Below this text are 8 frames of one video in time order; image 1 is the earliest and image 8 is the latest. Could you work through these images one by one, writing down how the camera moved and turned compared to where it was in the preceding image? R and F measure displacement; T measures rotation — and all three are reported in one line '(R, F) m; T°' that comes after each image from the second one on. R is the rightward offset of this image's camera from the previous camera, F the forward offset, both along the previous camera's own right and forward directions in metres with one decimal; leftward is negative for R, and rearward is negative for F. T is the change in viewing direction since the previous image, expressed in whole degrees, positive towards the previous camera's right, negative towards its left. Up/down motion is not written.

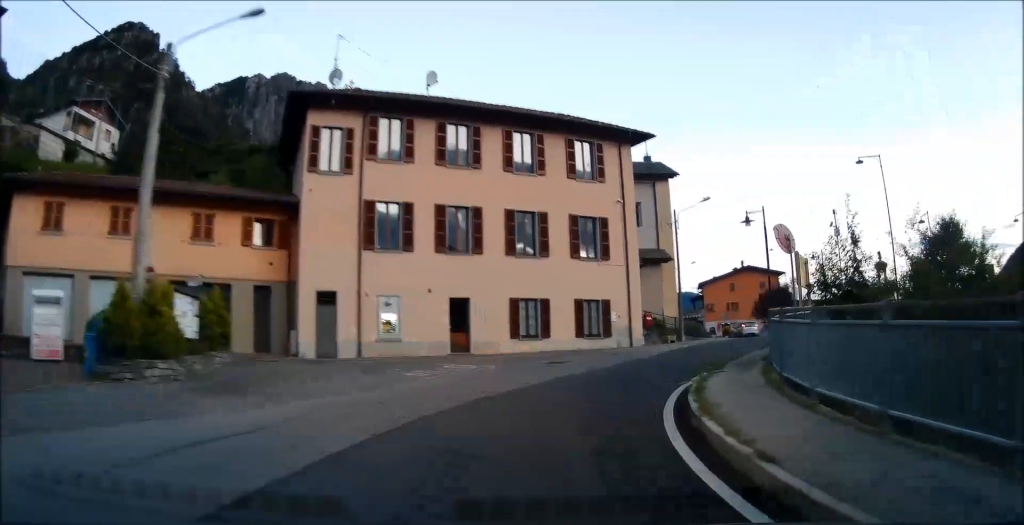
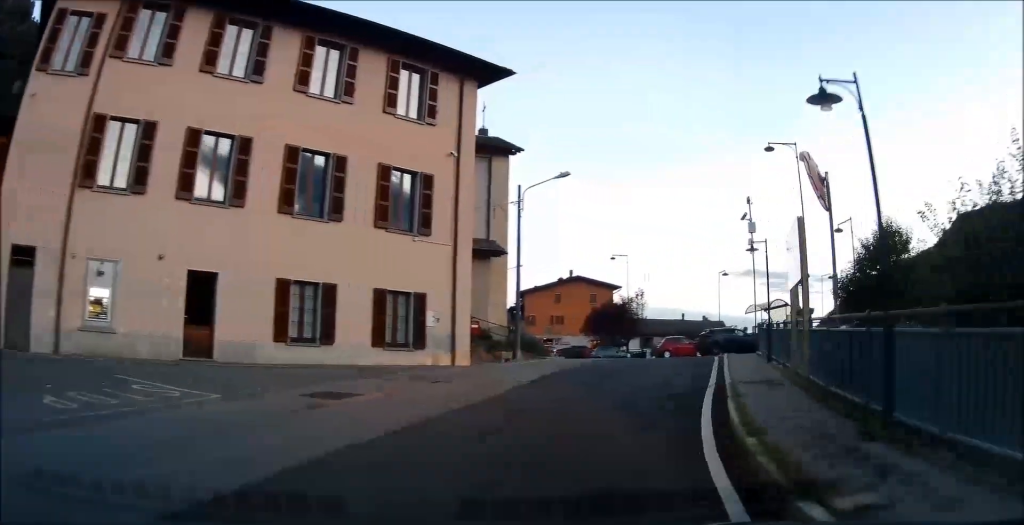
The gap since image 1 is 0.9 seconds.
(+1.5, +9.6) m; +12°
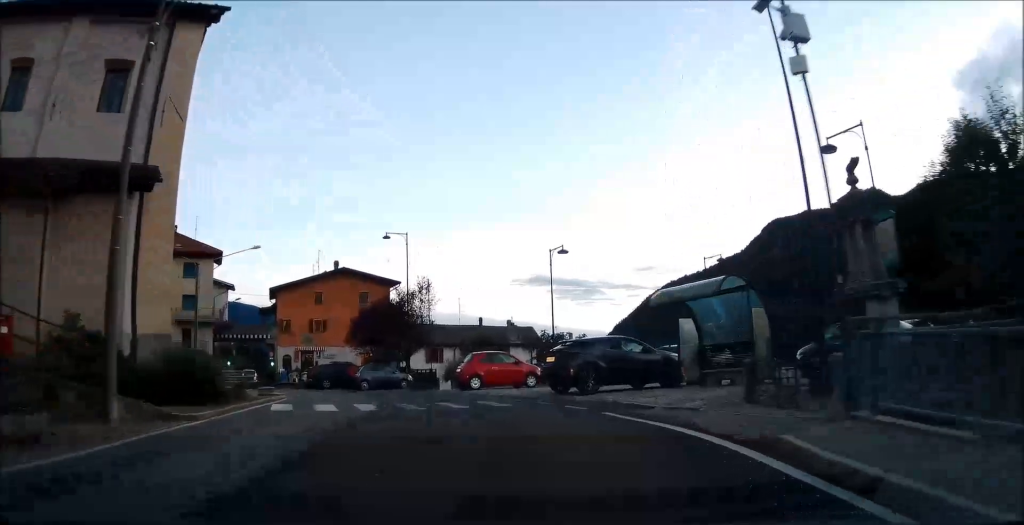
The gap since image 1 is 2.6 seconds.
(+2.2, +19.4) m; +8°
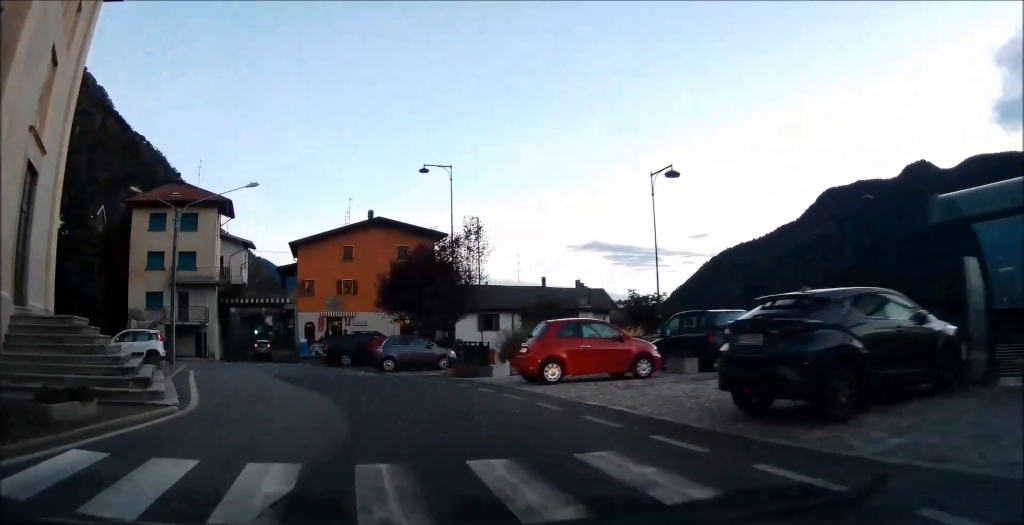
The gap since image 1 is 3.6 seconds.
(0.0, +11.0) m; -4°
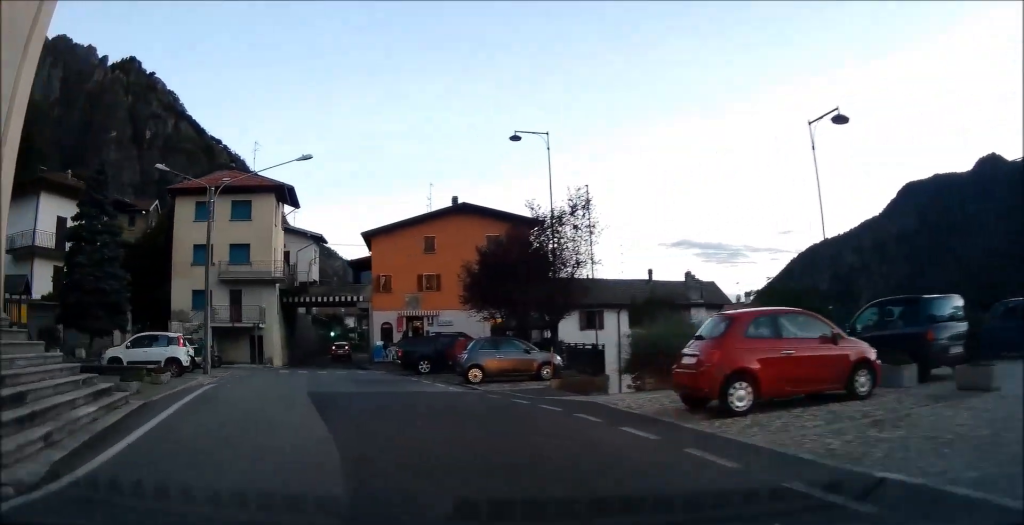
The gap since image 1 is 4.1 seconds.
(-0.3, +6.4) m; -4°
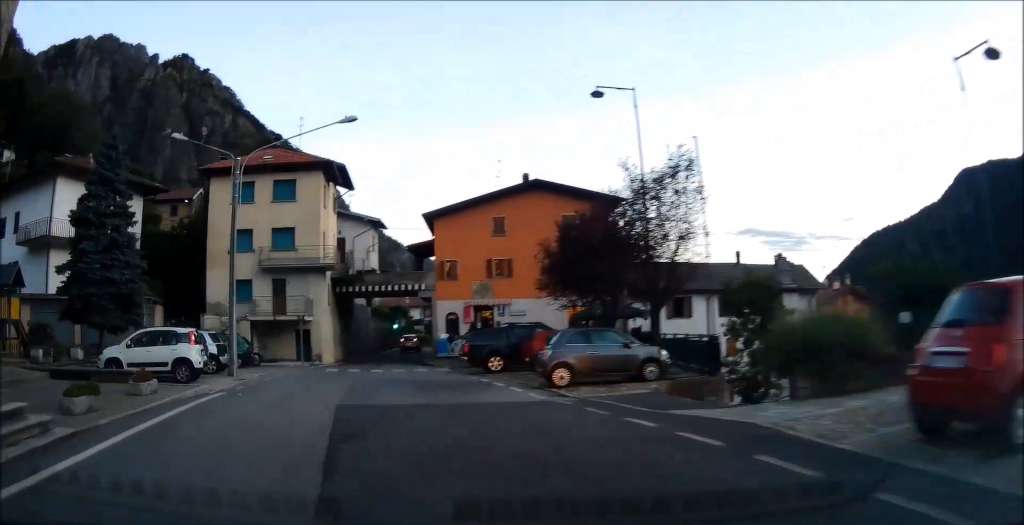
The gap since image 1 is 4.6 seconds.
(-0.2, +4.6) m; -4°
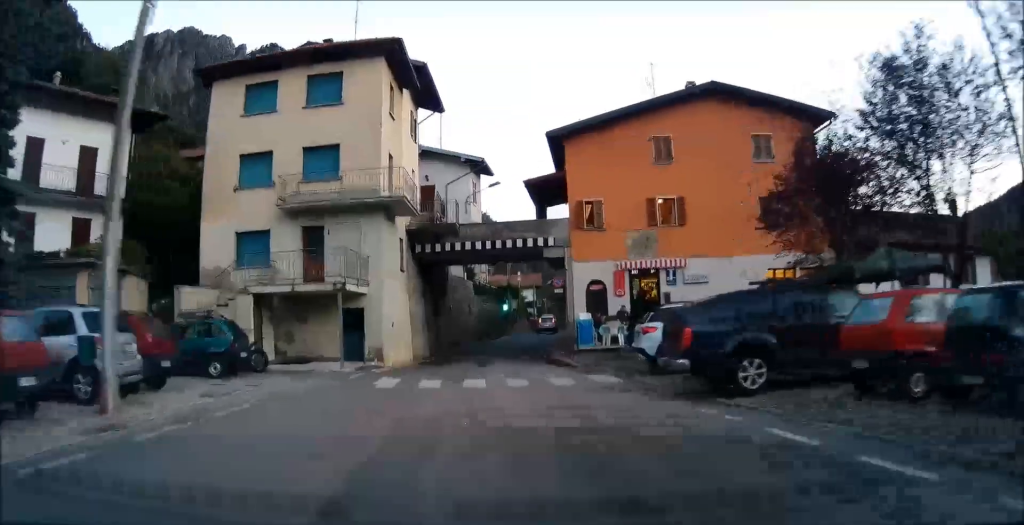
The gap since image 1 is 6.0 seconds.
(-1.5, +14.4) m; -9°
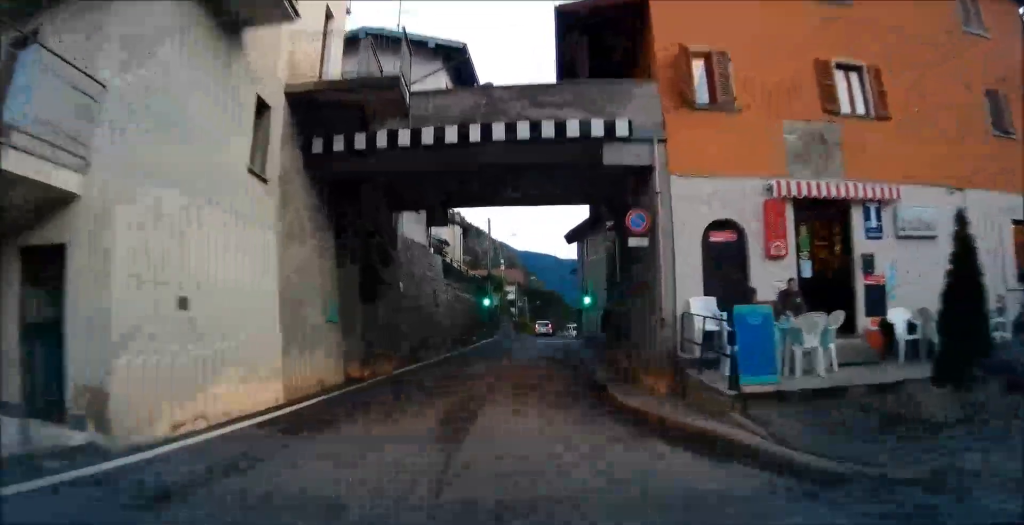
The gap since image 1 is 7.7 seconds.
(+0.1, +16.4) m; +2°
